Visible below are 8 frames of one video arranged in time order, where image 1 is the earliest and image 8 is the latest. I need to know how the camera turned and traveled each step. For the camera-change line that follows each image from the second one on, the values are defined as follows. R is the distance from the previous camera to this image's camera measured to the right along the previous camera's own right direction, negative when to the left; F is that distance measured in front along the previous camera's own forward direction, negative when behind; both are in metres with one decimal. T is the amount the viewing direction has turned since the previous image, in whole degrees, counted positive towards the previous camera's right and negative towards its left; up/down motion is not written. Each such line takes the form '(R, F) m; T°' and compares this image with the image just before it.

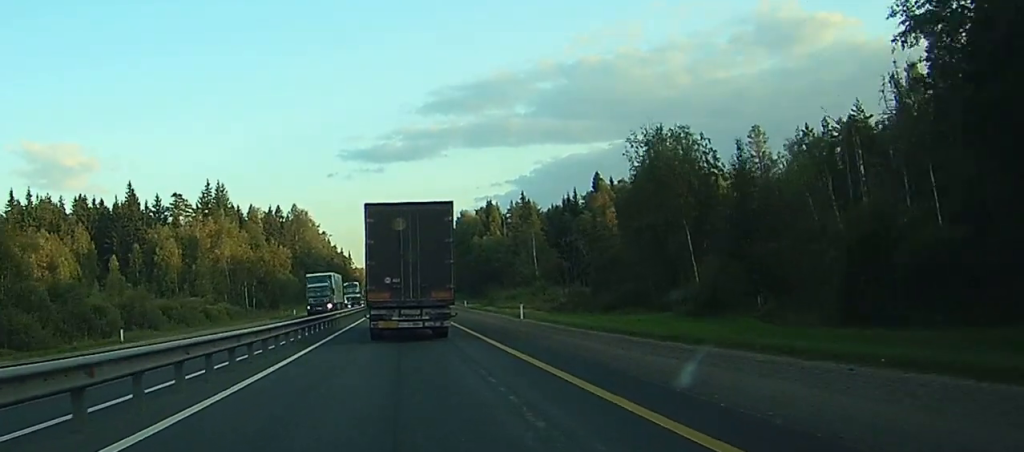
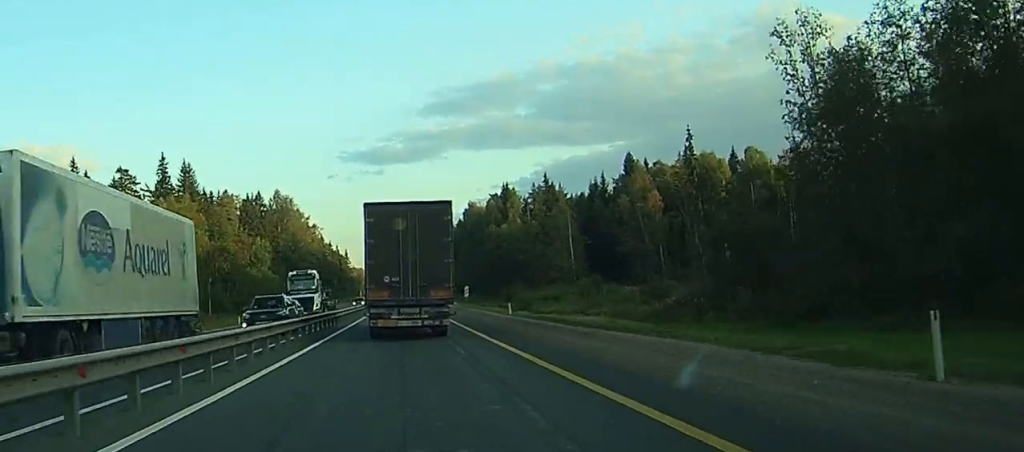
(0.0, +38.5) m; 0°
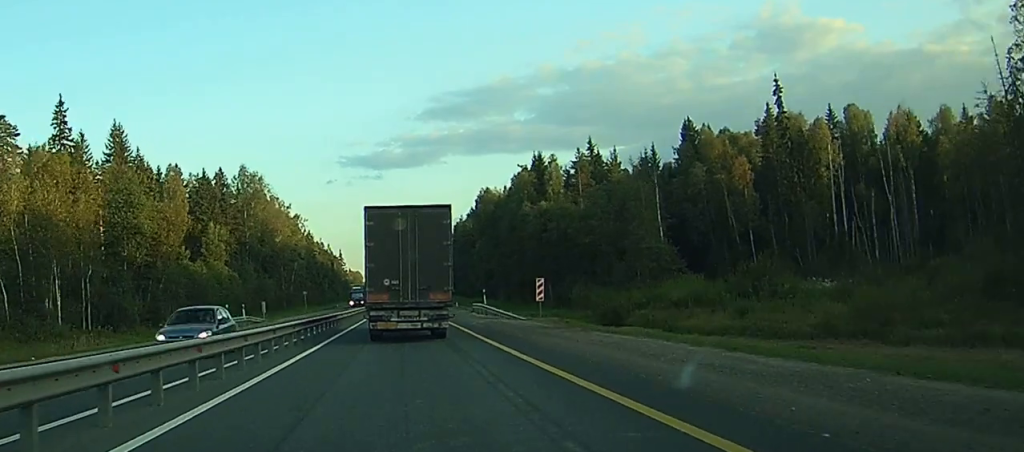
(+0.2, +54.9) m; +1°
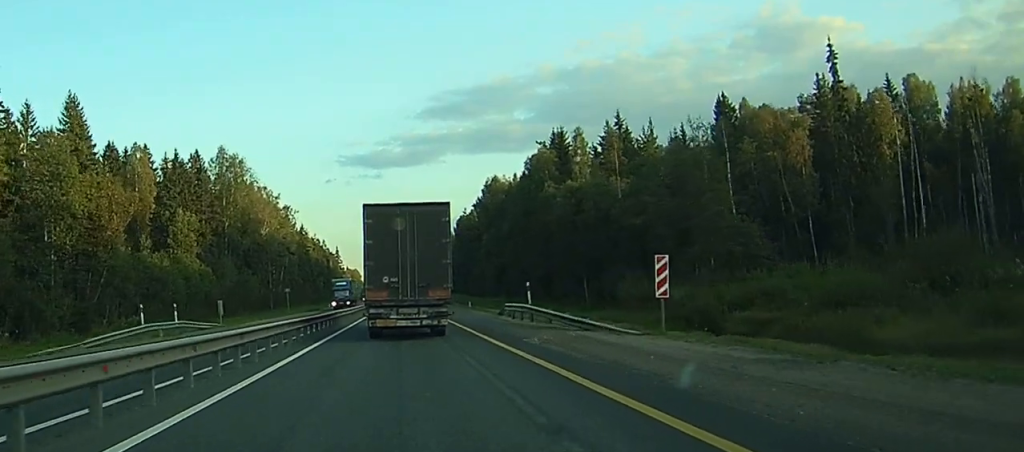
(+0.1, +21.8) m; 0°
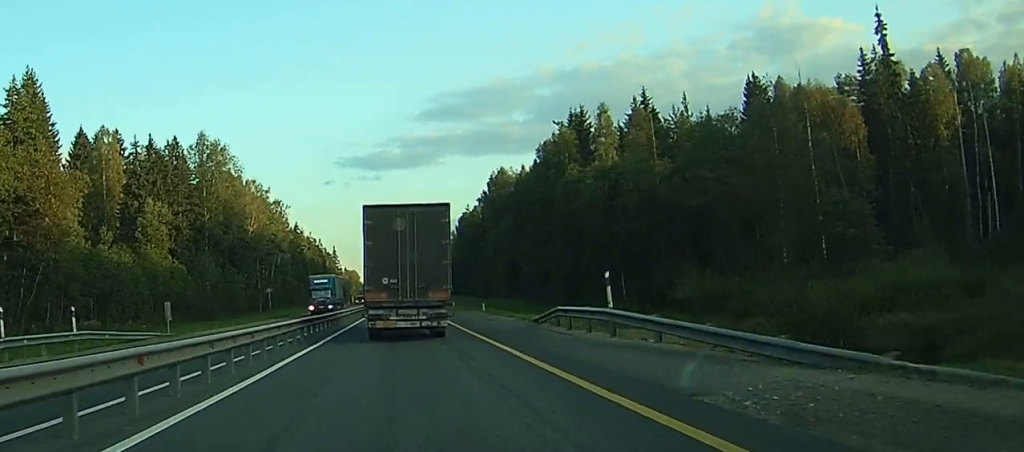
(0.0, +14.8) m; 0°
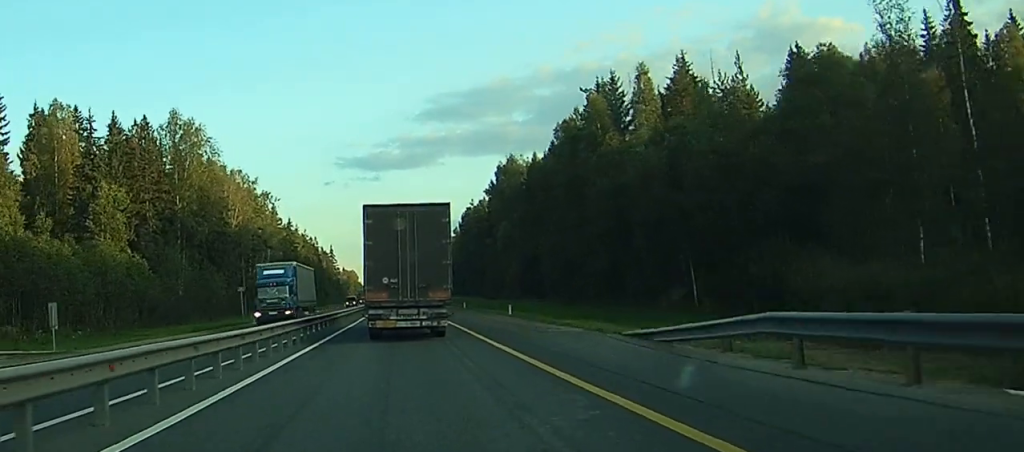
(0.0, +16.3) m; 0°
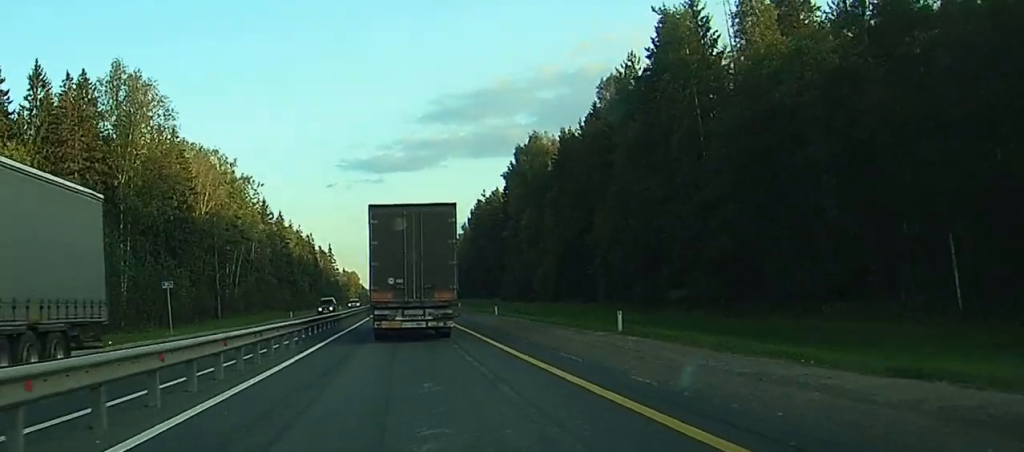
(0.0, +22.9) m; 0°
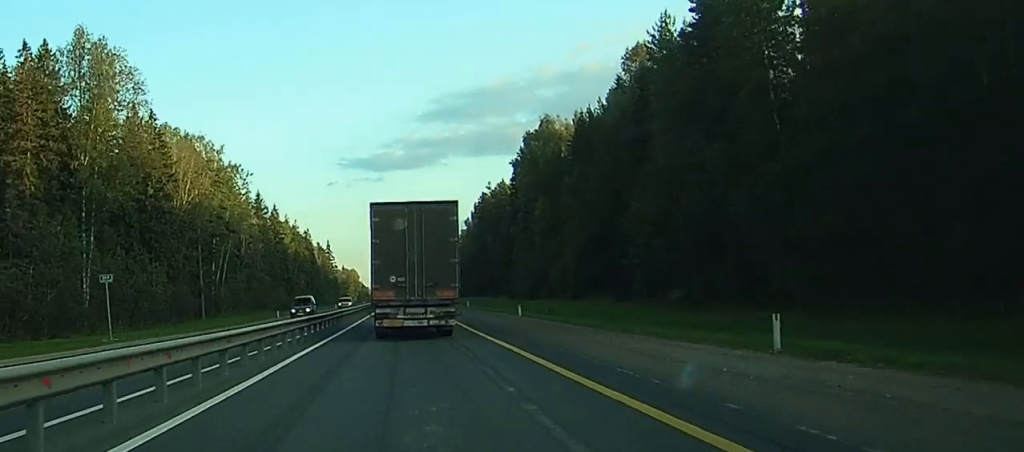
(0.0, +9.4) m; 0°
